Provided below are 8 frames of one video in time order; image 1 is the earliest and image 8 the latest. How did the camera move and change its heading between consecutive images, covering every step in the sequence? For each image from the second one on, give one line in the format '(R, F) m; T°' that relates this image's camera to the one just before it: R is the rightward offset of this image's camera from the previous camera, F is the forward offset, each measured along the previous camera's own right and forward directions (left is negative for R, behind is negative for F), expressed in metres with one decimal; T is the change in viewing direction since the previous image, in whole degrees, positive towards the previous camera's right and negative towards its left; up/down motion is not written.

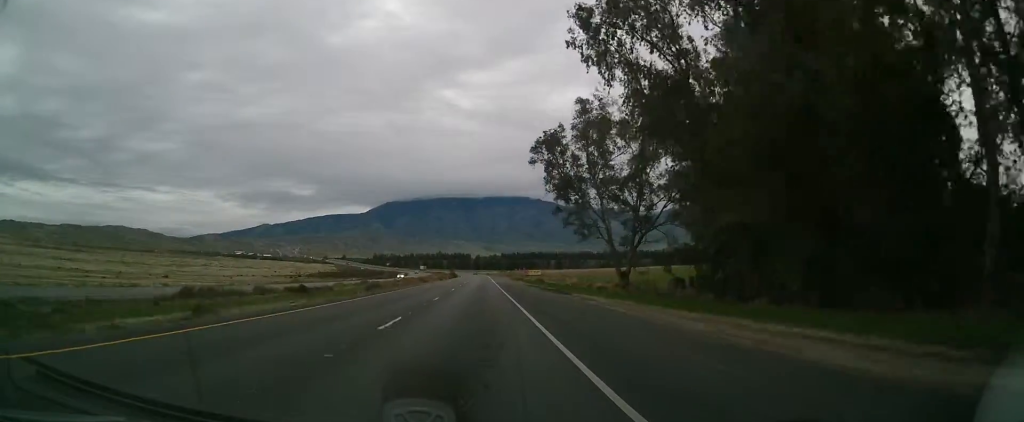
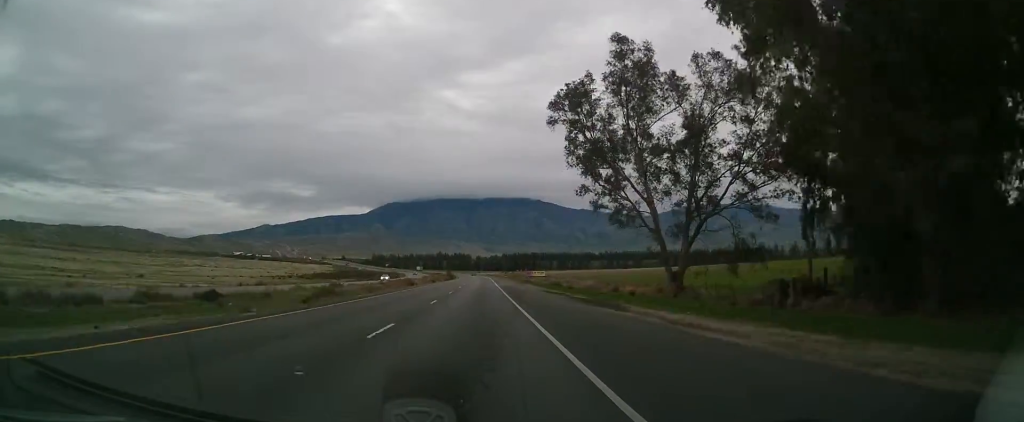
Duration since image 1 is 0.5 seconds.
(+0.1, +15.1) m; 0°
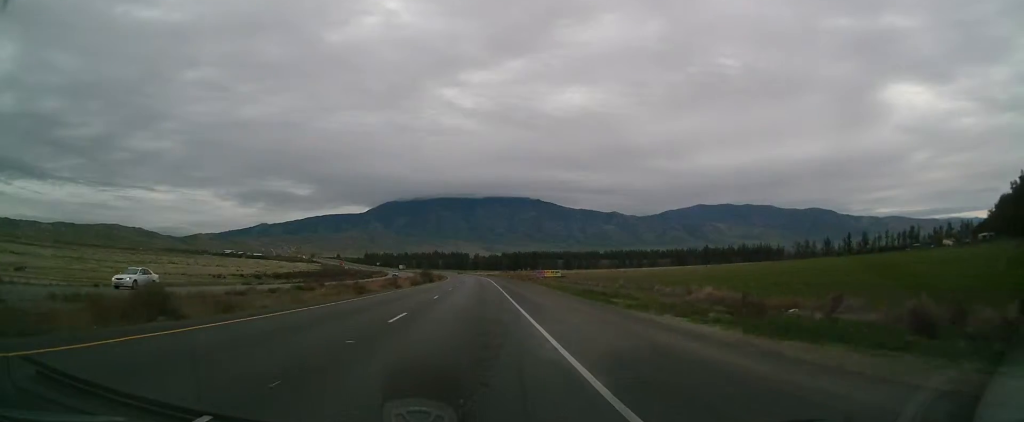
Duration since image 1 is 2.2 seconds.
(0.0, +52.2) m; 0°
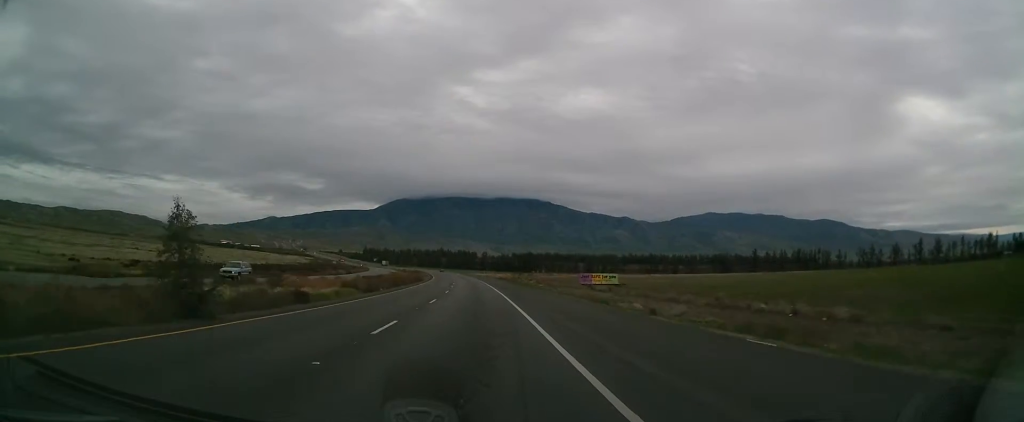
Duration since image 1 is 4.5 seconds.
(+0.5, +75.0) m; 0°
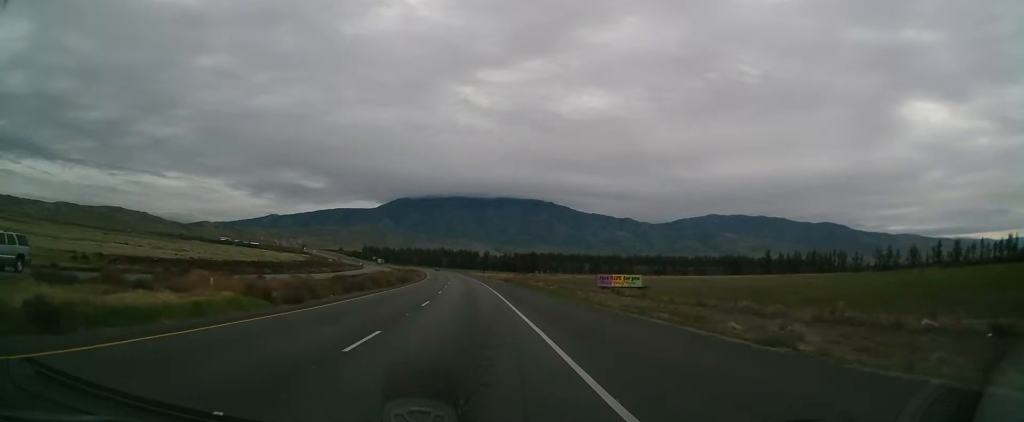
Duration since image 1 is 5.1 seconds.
(-0.2, +17.5) m; -1°
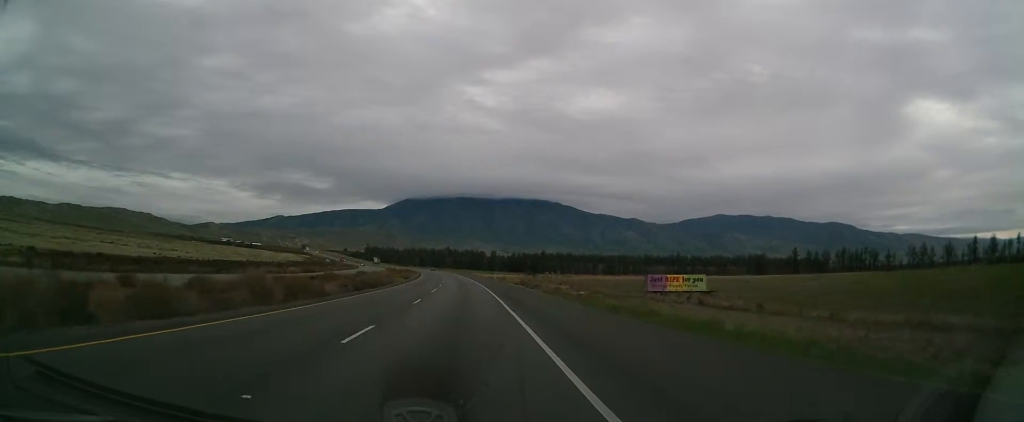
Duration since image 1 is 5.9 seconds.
(-0.1, +28.8) m; 0°
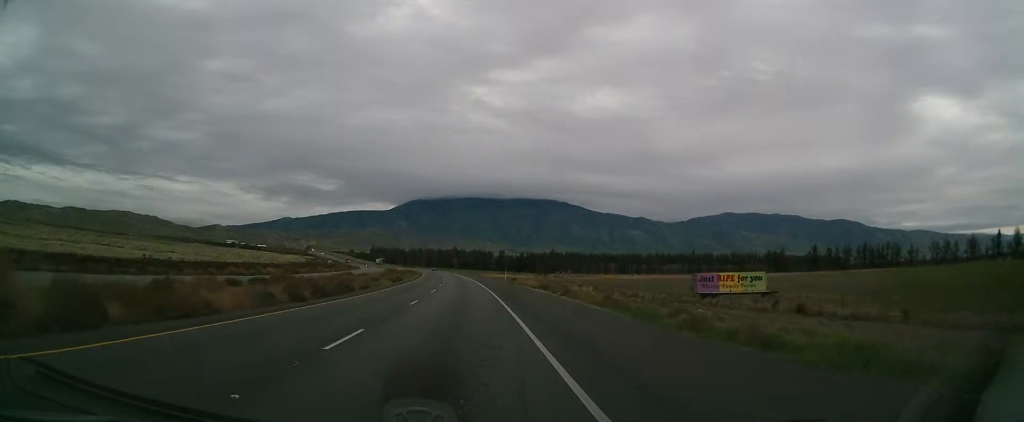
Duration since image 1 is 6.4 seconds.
(0.0, +15.6) m; 0°
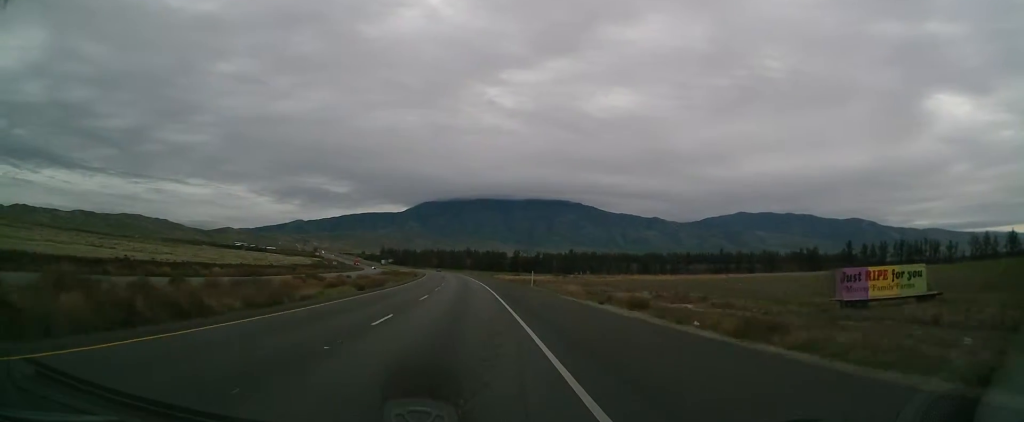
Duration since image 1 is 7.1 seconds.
(0.0, +24.8) m; -1°
